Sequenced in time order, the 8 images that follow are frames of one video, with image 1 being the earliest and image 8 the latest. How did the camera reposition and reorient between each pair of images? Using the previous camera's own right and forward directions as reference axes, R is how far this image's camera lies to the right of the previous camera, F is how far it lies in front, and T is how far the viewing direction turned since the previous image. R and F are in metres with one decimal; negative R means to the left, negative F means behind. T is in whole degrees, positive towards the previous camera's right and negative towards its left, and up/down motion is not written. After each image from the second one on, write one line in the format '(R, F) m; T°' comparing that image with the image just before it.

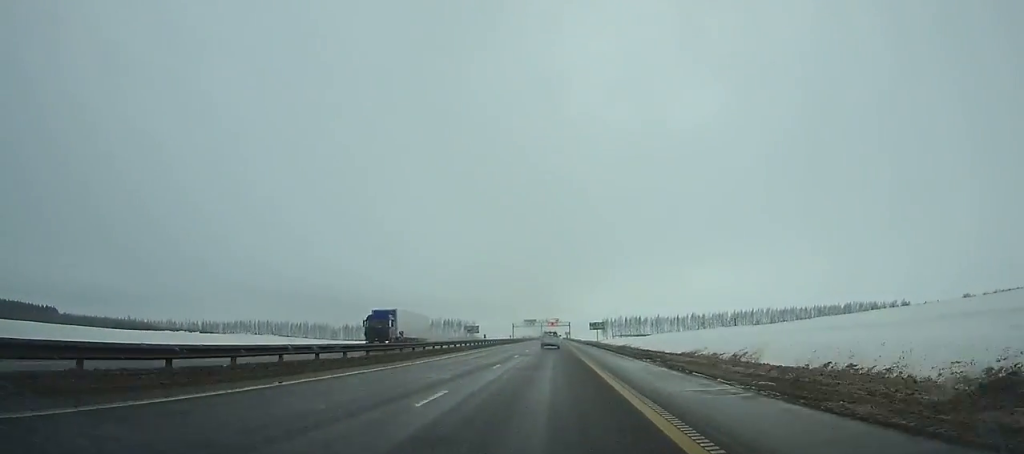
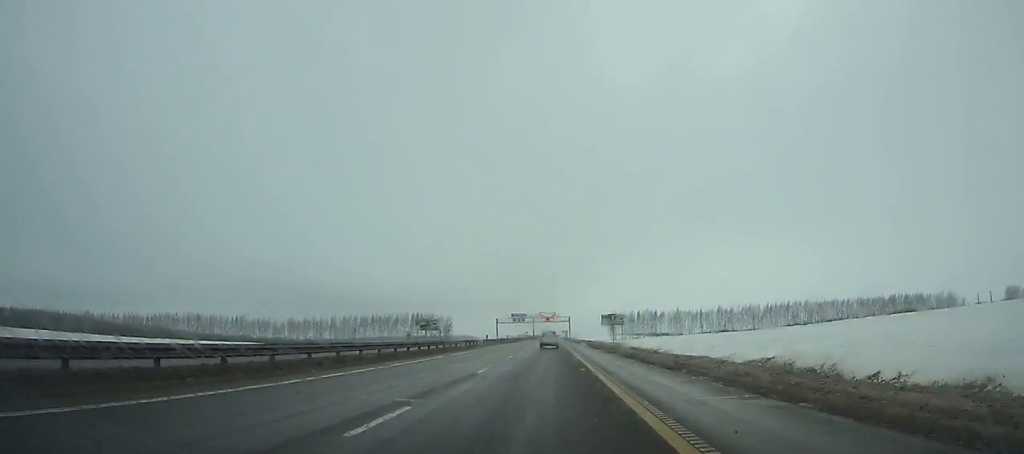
(0.0, +74.5) m; 0°
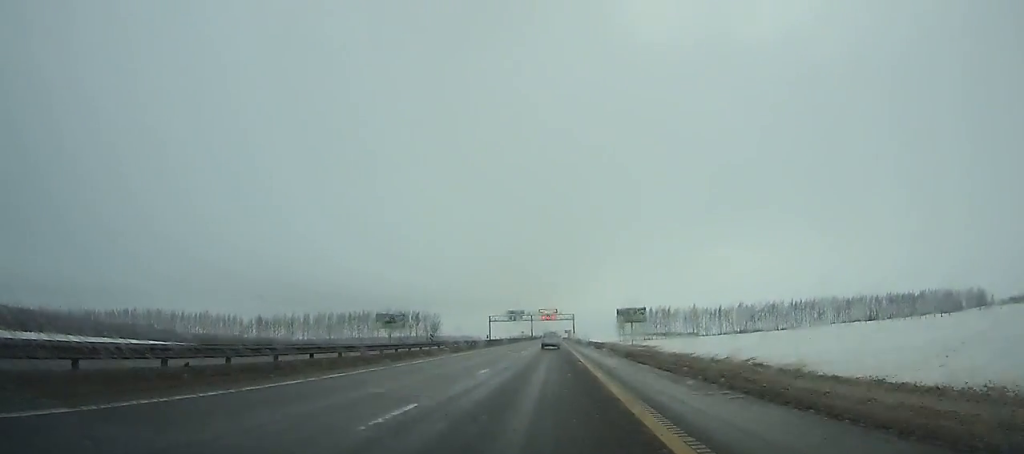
(0.0, +34.3) m; 0°
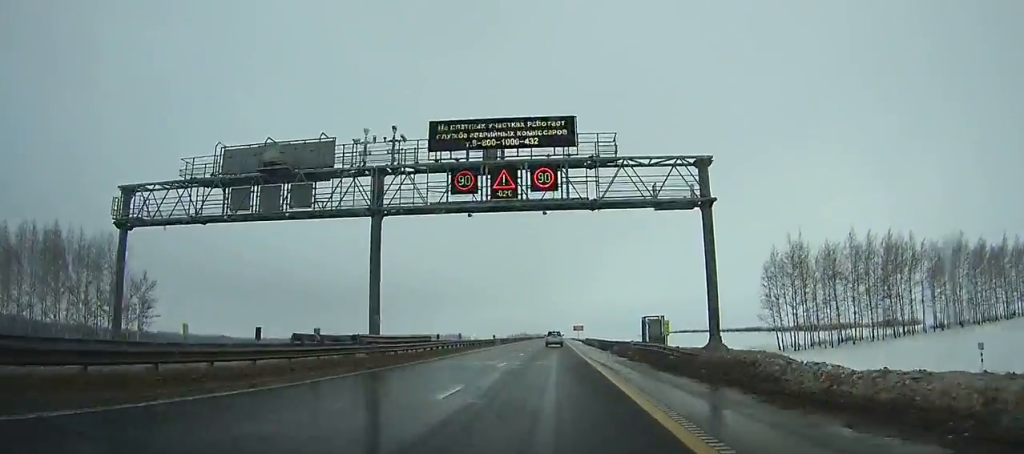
(-0.2, +200.1) m; 0°
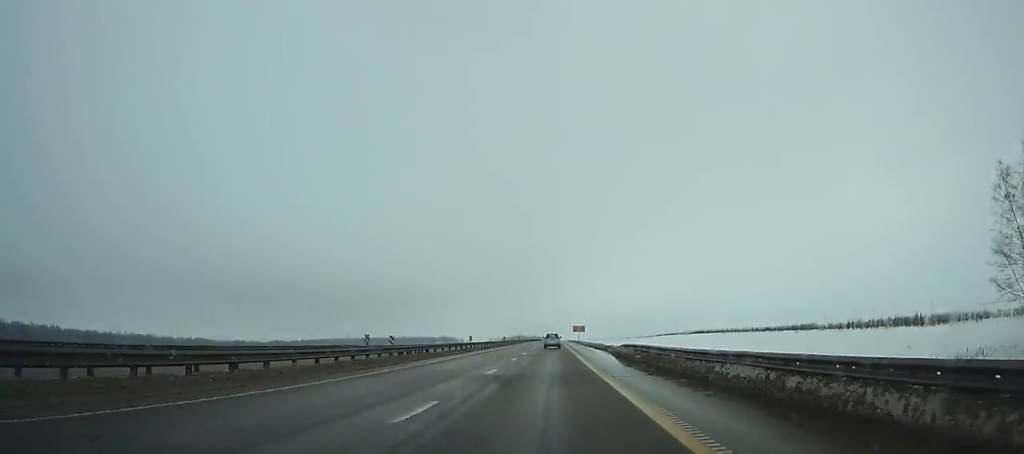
(0.0, +51.5) m; 0°
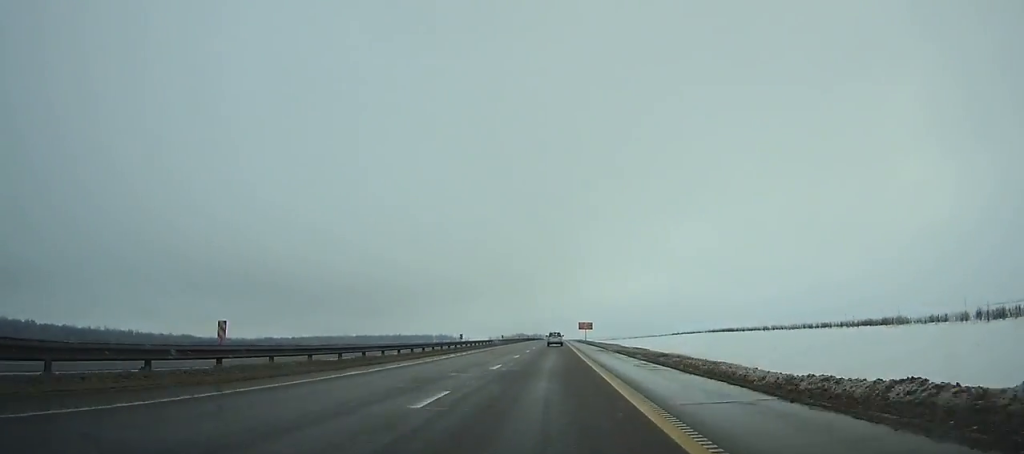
(-0.1, +46.4) m; 0°
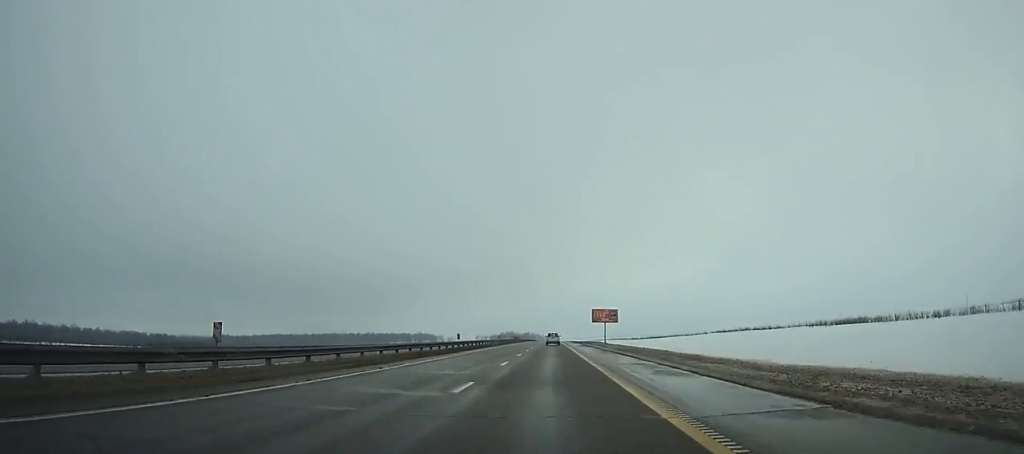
(+0.2, +116.7) m; 0°
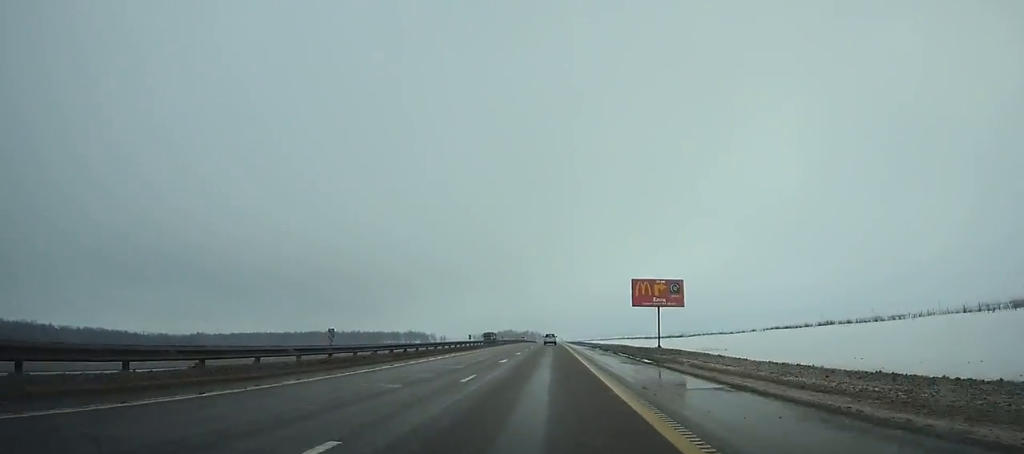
(0.0, +68.0) m; 0°
